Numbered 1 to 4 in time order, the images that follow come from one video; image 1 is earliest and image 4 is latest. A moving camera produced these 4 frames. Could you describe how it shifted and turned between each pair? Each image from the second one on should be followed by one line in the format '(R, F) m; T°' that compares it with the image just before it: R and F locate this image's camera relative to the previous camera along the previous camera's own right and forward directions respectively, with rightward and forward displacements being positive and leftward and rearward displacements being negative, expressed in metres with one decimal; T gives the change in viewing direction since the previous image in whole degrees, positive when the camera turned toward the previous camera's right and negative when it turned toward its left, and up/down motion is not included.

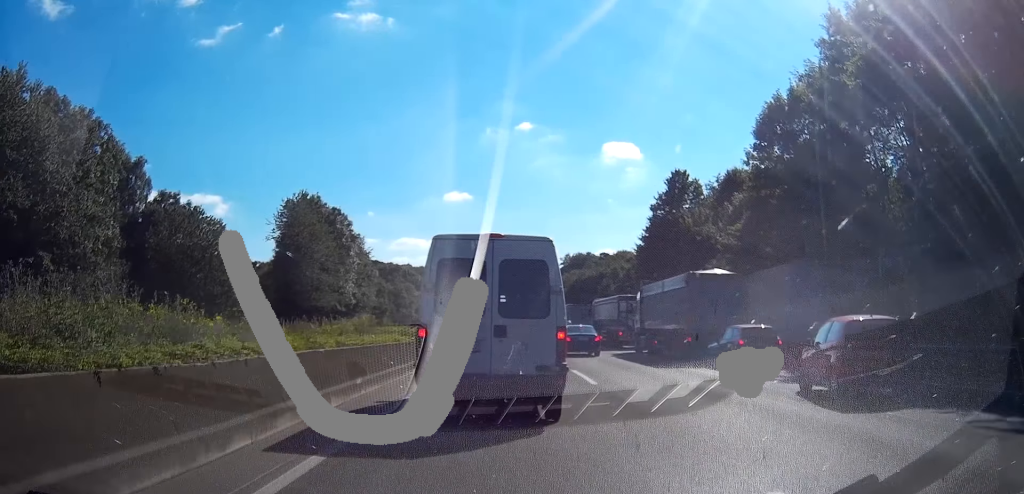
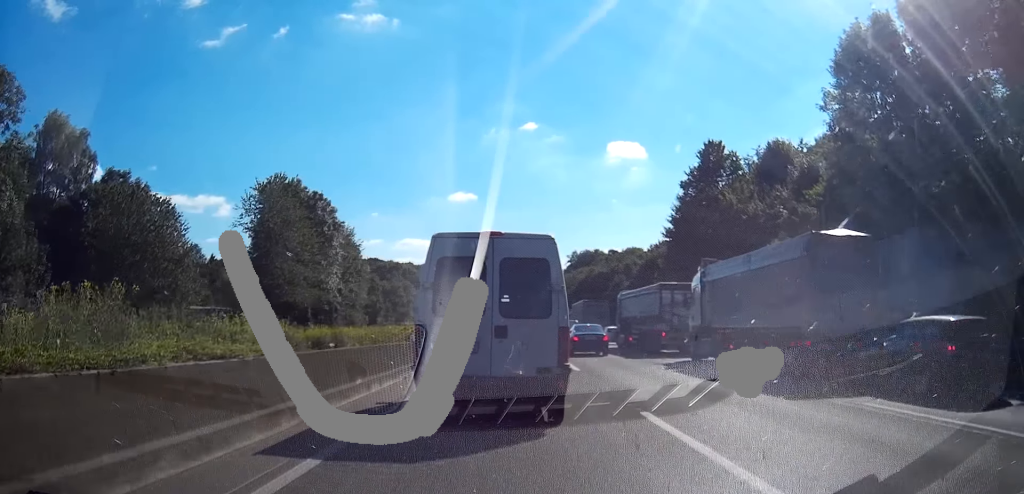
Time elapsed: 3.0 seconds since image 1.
(-0.6, +11.7) m; +5°
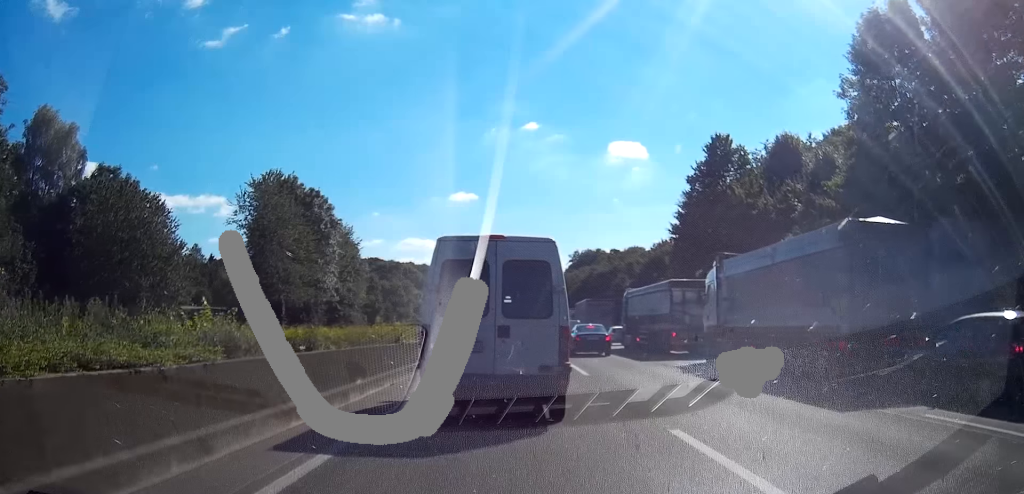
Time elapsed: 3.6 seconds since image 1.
(+0.3, +2.2) m; +4°
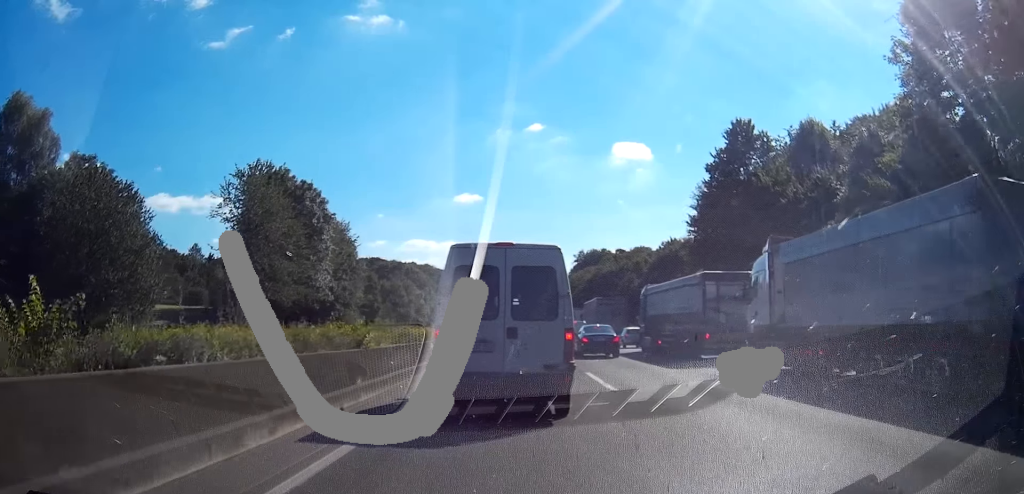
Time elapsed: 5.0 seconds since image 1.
(+0.1, +5.3) m; -6°
